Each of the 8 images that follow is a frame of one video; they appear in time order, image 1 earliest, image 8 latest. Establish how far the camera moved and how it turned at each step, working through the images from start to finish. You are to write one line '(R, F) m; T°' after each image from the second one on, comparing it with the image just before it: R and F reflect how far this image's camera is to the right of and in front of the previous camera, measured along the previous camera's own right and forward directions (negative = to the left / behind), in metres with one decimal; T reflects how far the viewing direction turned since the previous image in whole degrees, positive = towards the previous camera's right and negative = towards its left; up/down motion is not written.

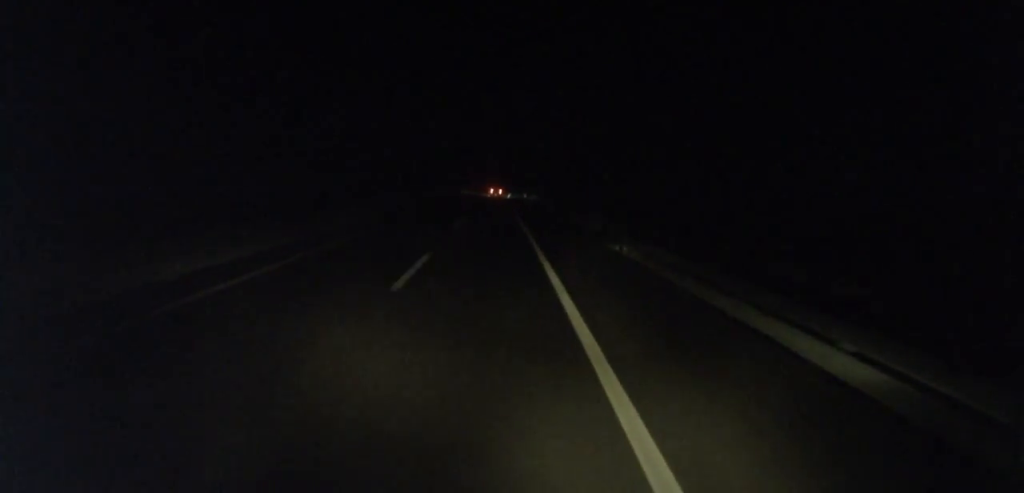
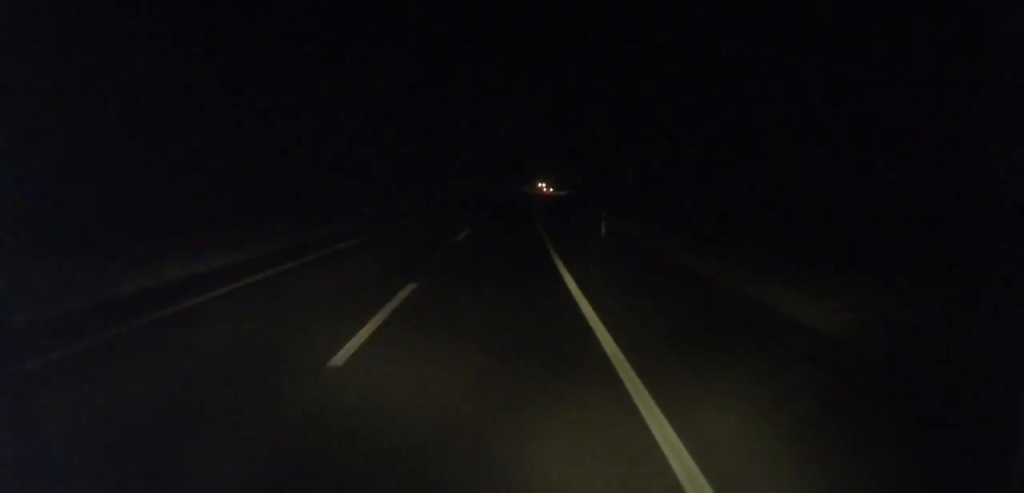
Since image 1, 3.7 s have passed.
(-2.2, +88.5) m; 0°
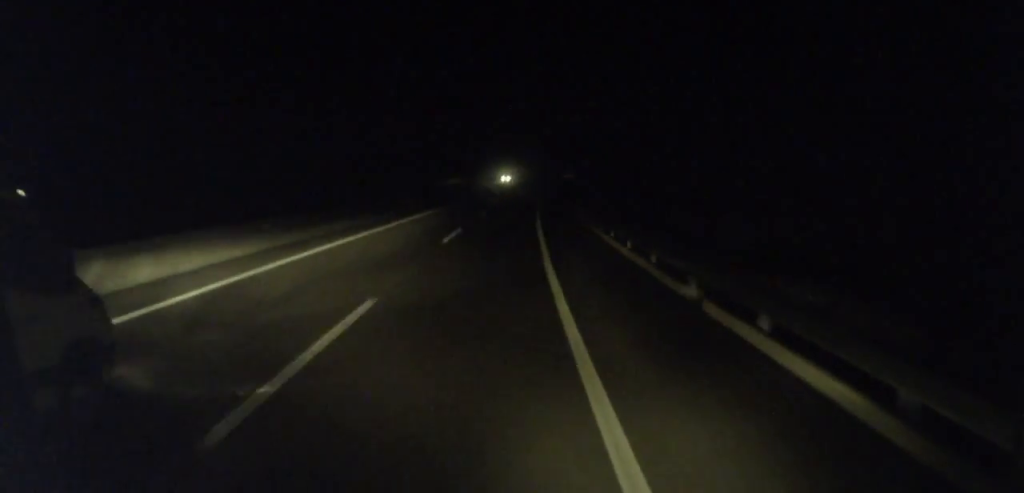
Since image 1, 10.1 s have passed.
(+8.4, +154.4) m; +9°
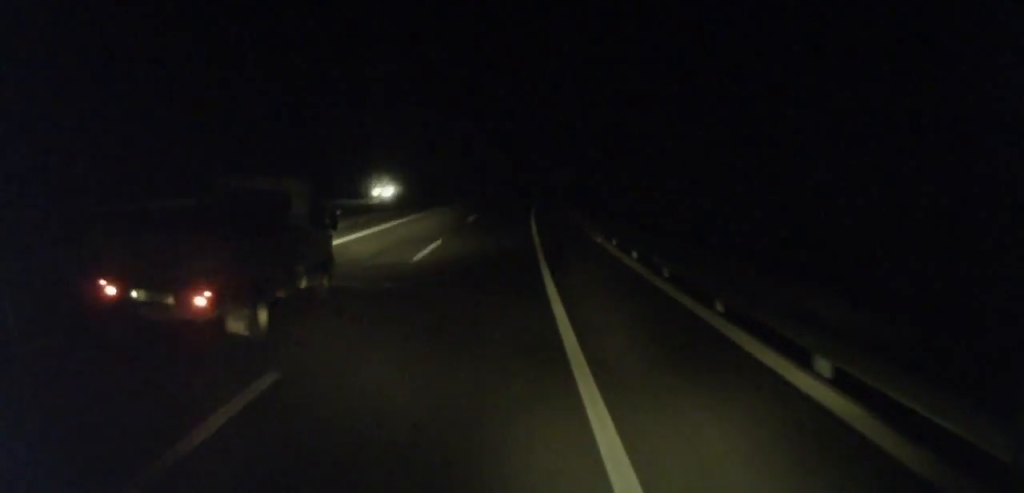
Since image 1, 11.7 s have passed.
(+2.0, +38.8) m; +2°
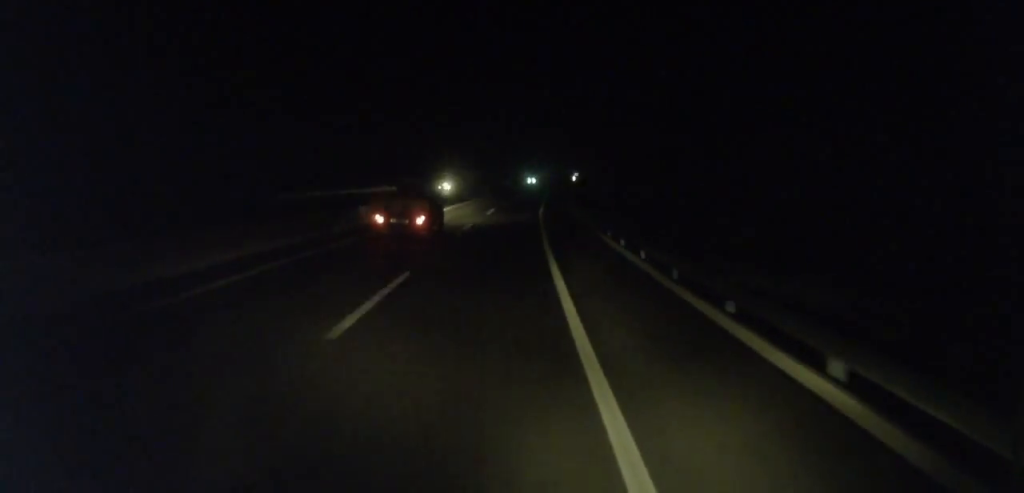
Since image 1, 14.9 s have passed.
(+3.0, +77.7) m; +5°
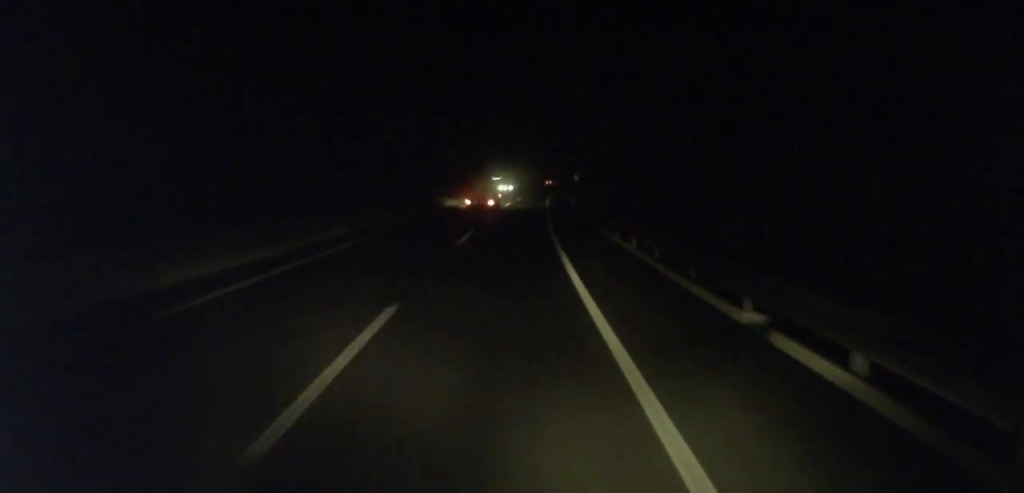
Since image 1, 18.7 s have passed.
(+3.4, +89.8) m; +7°
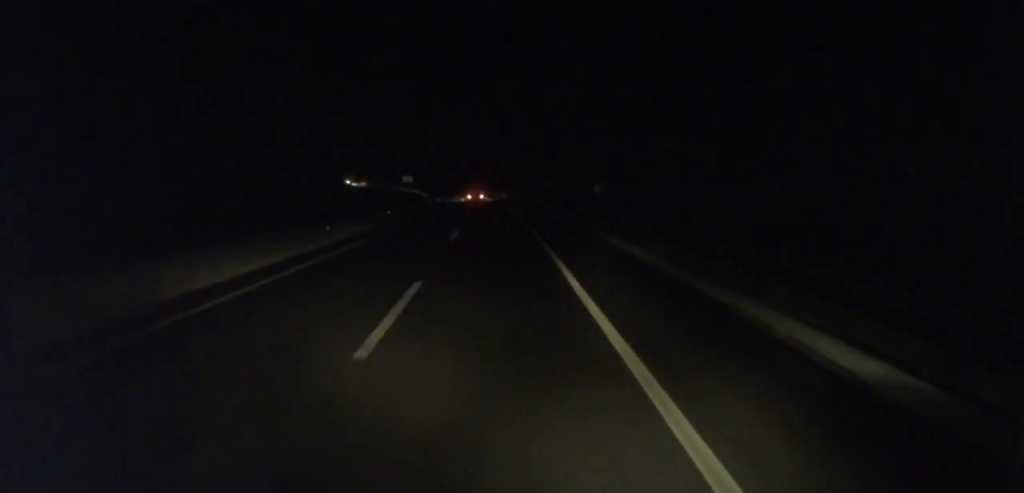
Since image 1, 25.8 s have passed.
(+17.2, +166.5) m; +5°
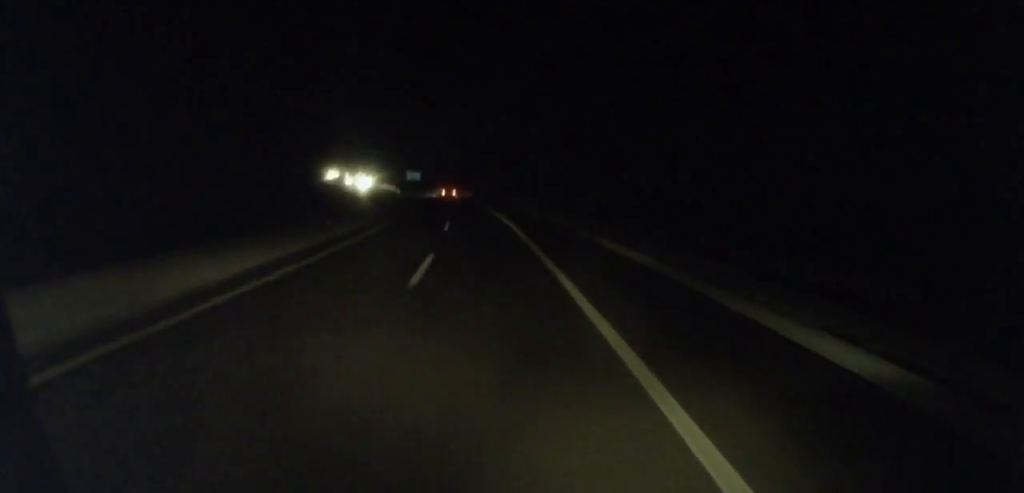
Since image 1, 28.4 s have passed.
(-1.8, +62.6) m; -3°
